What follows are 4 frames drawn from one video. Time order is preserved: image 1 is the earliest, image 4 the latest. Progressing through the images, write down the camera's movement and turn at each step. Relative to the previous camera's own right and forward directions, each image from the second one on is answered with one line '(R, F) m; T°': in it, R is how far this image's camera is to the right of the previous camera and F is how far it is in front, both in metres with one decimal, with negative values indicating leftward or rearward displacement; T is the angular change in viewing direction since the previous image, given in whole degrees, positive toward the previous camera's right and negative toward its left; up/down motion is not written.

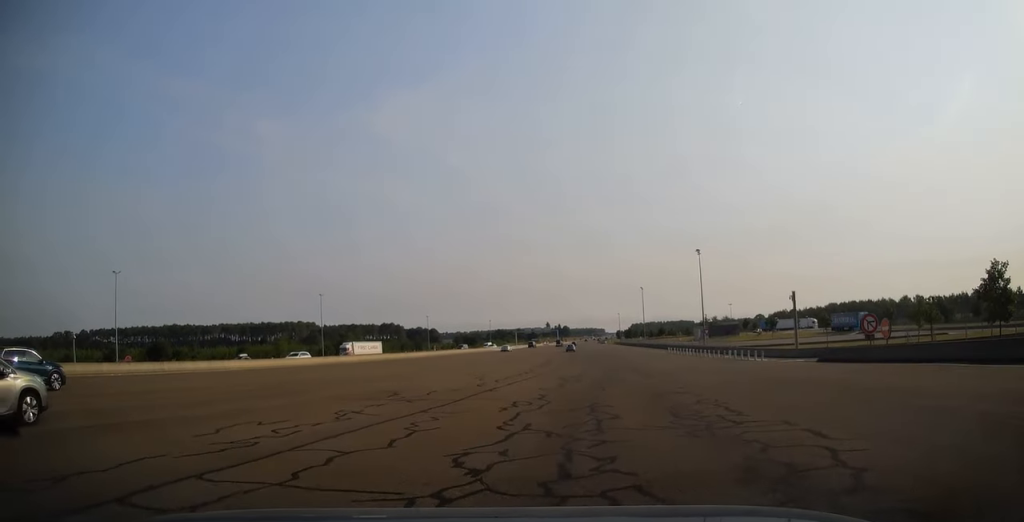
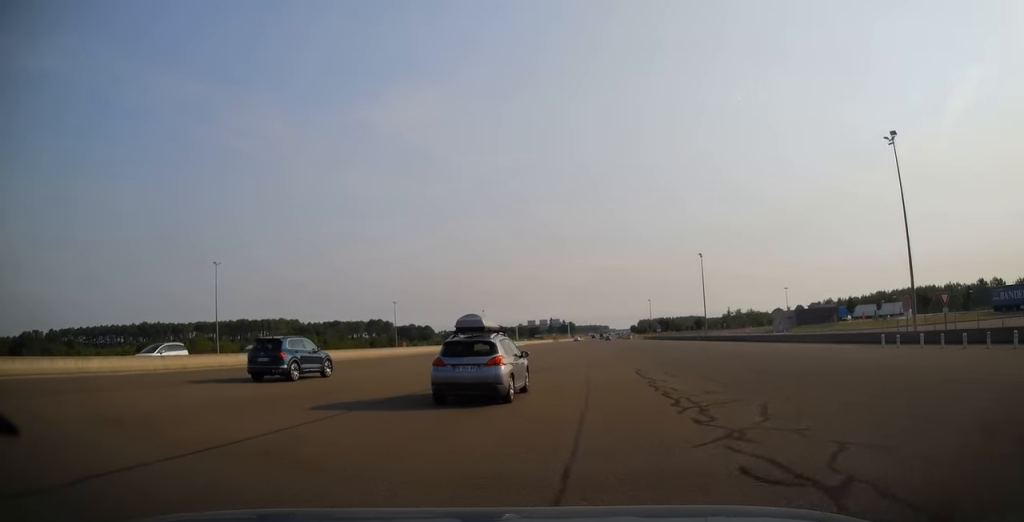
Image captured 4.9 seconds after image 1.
(-1.4, +57.3) m; +1°
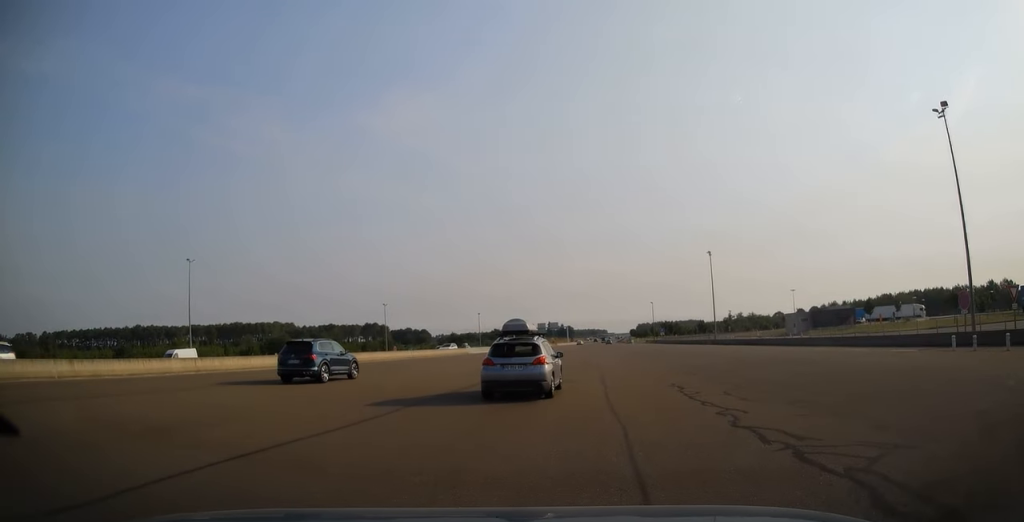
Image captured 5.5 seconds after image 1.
(+0.1, +7.9) m; 0°
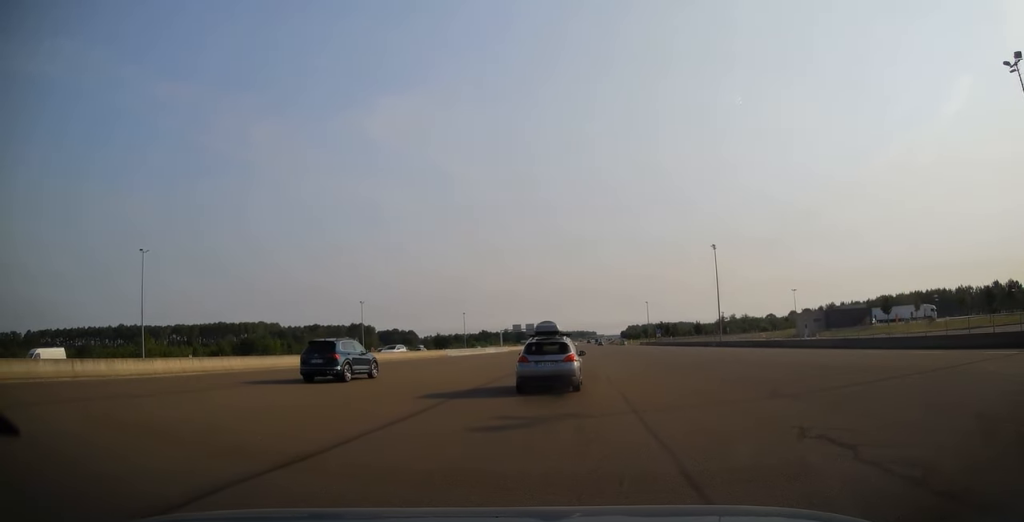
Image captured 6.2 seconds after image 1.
(0.0, +10.2) m; +1°
